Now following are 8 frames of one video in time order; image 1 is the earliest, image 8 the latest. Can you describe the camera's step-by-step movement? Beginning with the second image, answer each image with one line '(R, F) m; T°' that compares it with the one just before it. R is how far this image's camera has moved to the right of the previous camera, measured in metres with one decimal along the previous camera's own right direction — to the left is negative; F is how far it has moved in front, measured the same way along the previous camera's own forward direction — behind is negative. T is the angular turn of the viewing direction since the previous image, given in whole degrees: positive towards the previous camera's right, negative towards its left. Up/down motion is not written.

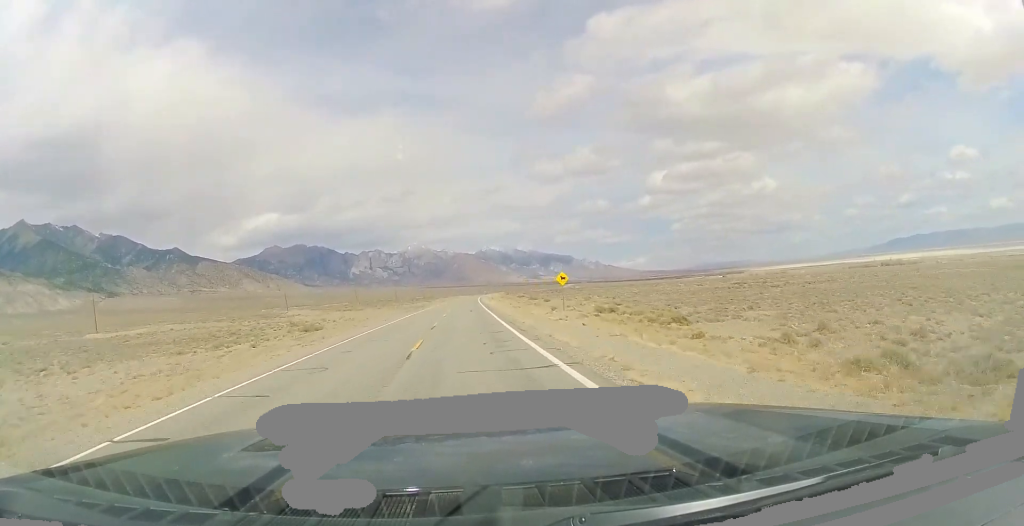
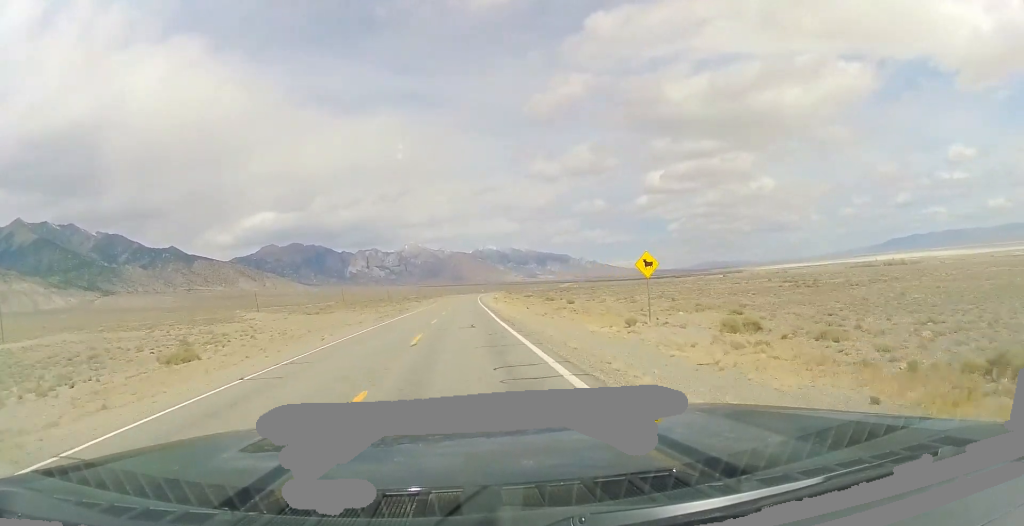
(-0.3, +22.7) m; 0°
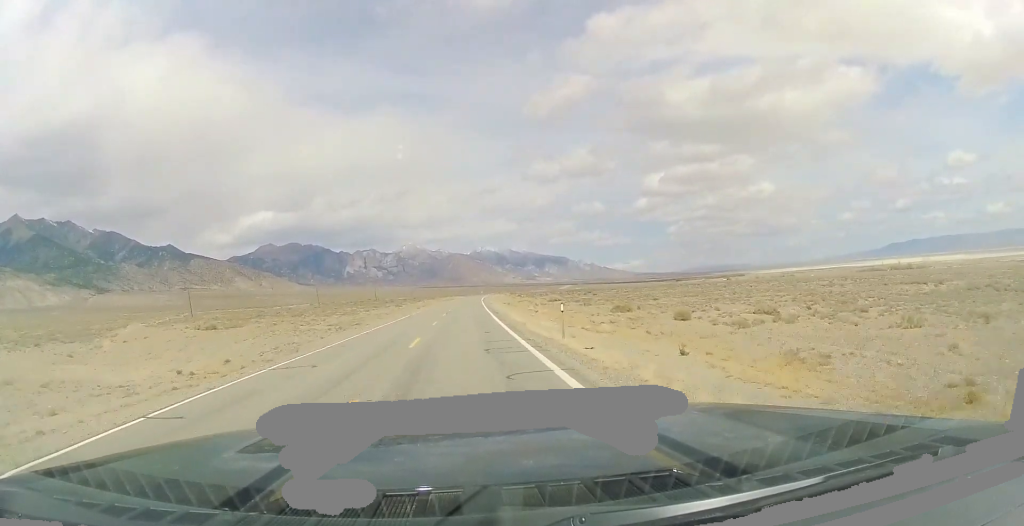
(+0.8, +37.2) m; +1°
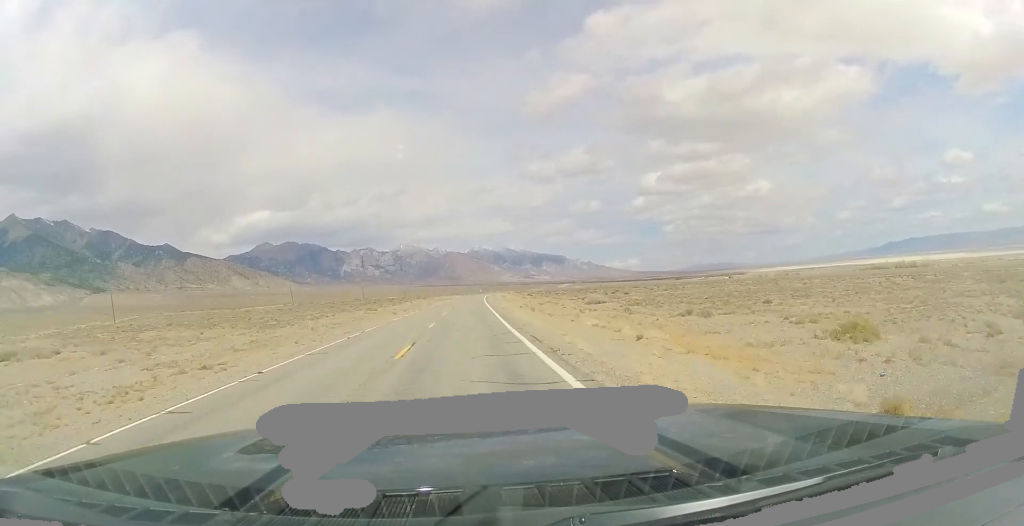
(-0.3, +27.6) m; 0°
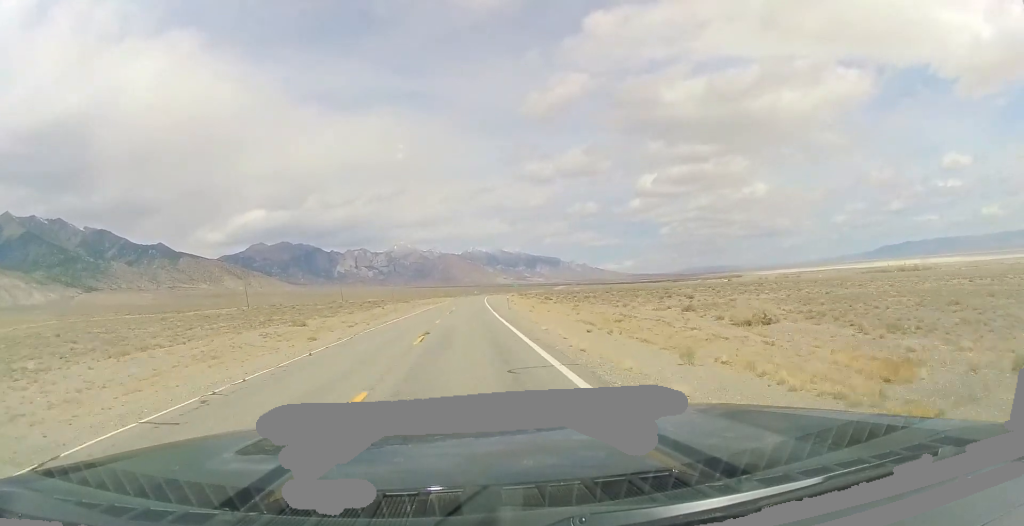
(+0.3, +32.4) m; +1°
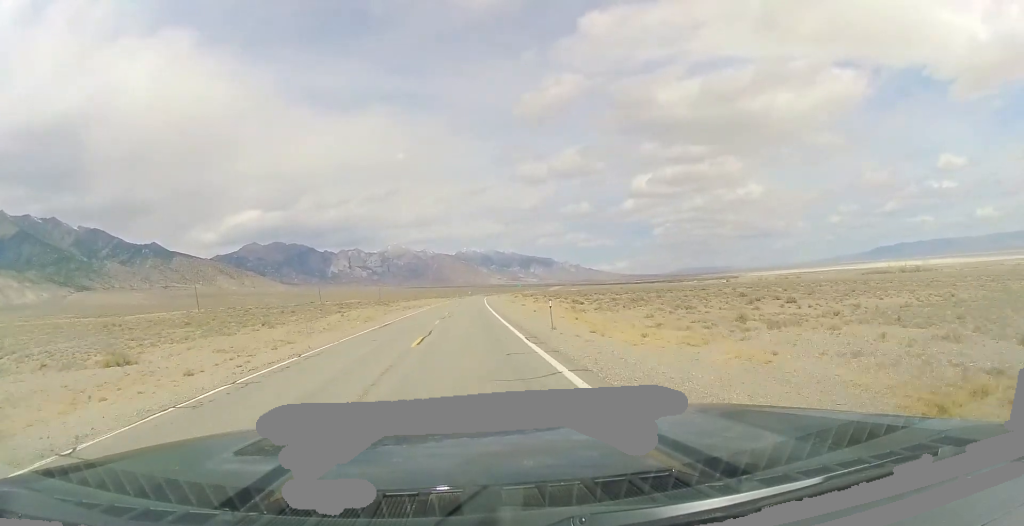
(+0.1, +25.3) m; 0°
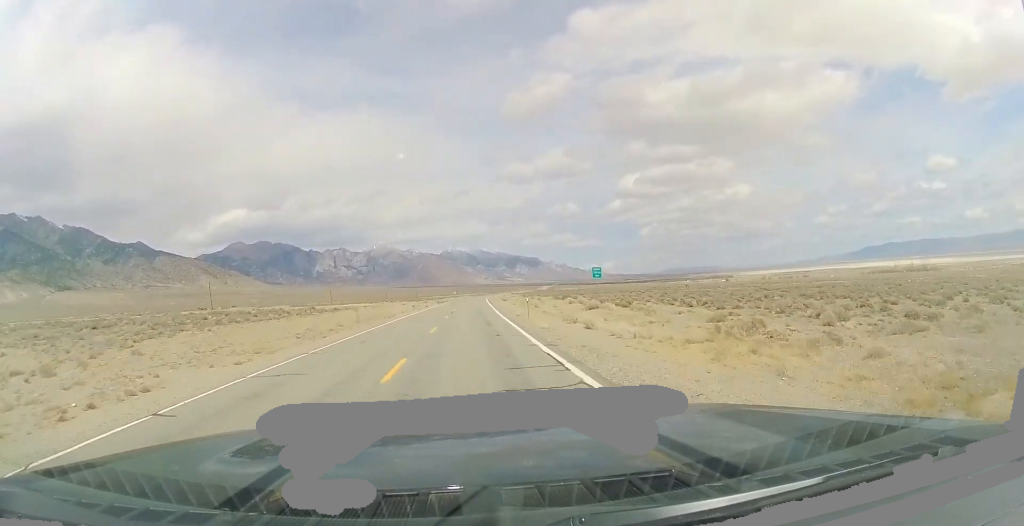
(+1.6, +80.4) m; +2°
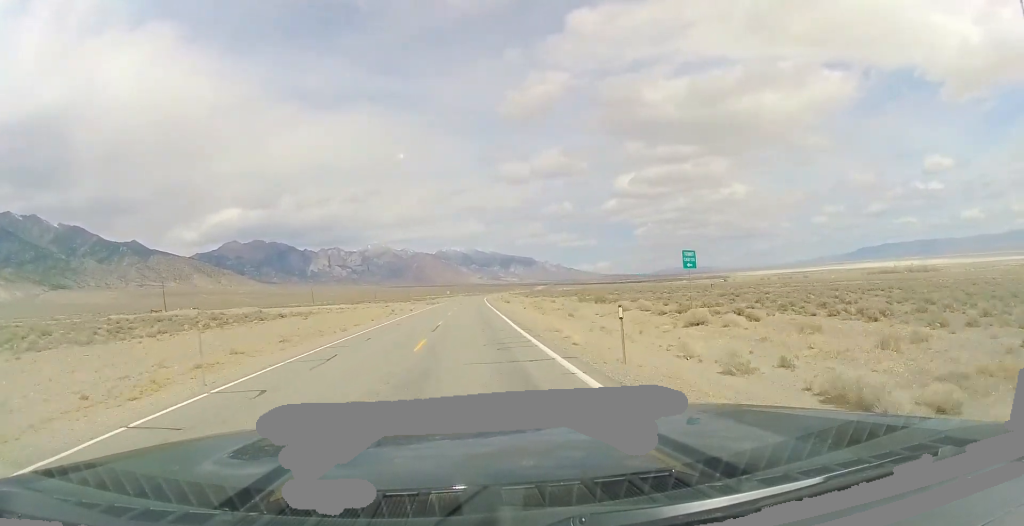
(+0.1, +19.0) m; 0°
